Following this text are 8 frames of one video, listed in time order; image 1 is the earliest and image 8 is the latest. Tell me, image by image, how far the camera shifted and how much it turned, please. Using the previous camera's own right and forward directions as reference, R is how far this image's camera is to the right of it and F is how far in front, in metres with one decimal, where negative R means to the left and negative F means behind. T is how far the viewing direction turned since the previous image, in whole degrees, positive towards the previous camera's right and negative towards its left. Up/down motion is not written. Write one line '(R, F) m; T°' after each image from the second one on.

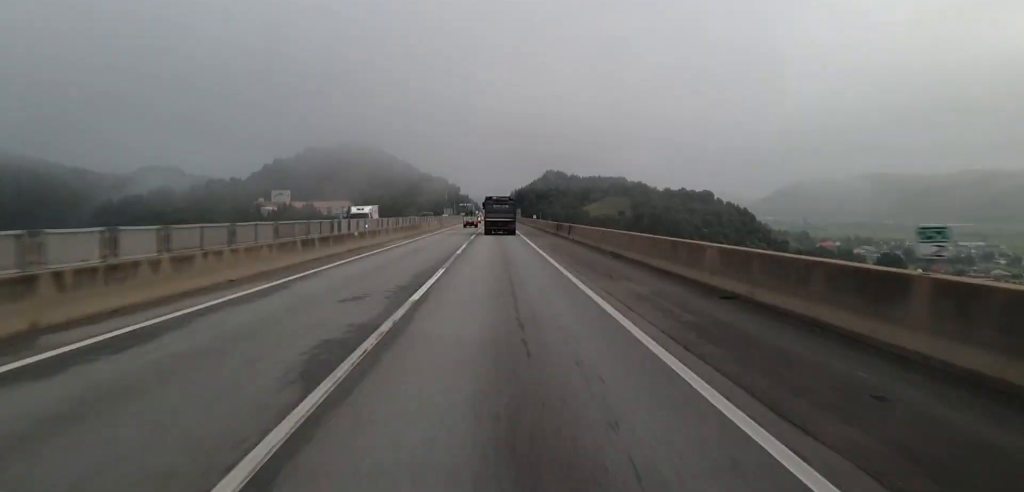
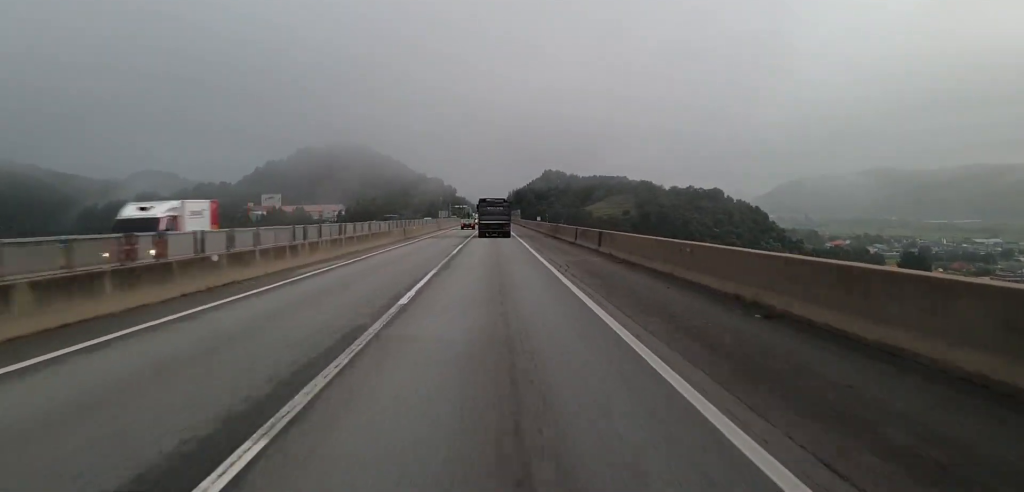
(-0.1, +18.0) m; 0°
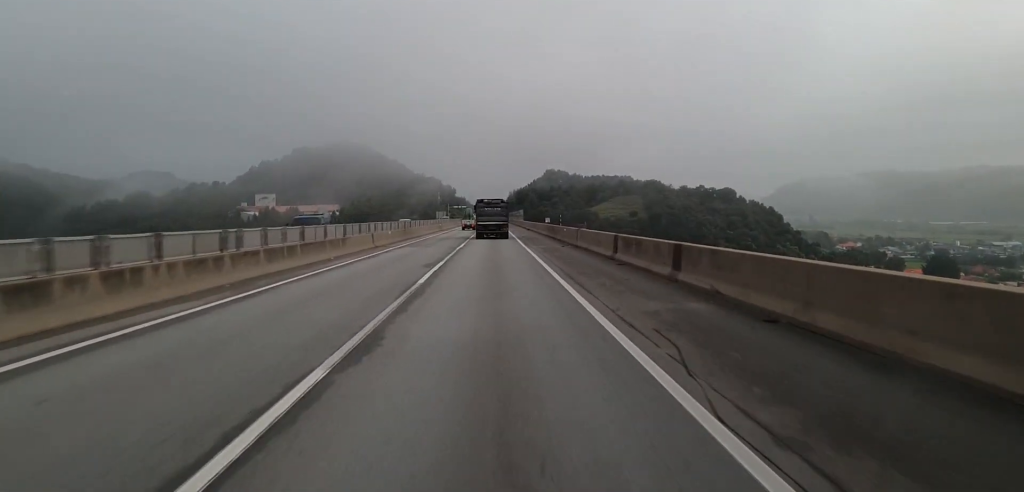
(0.0, +15.4) m; 0°
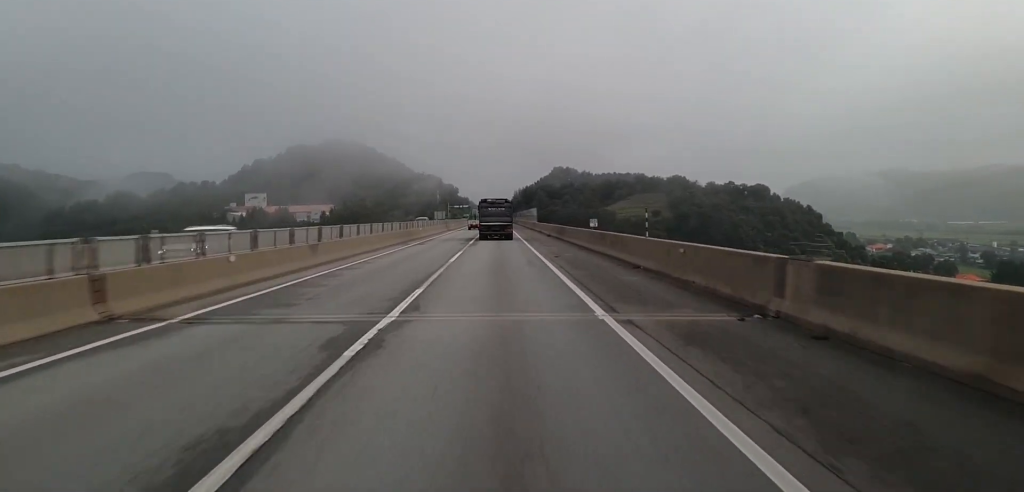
(0.0, +31.6) m; 0°
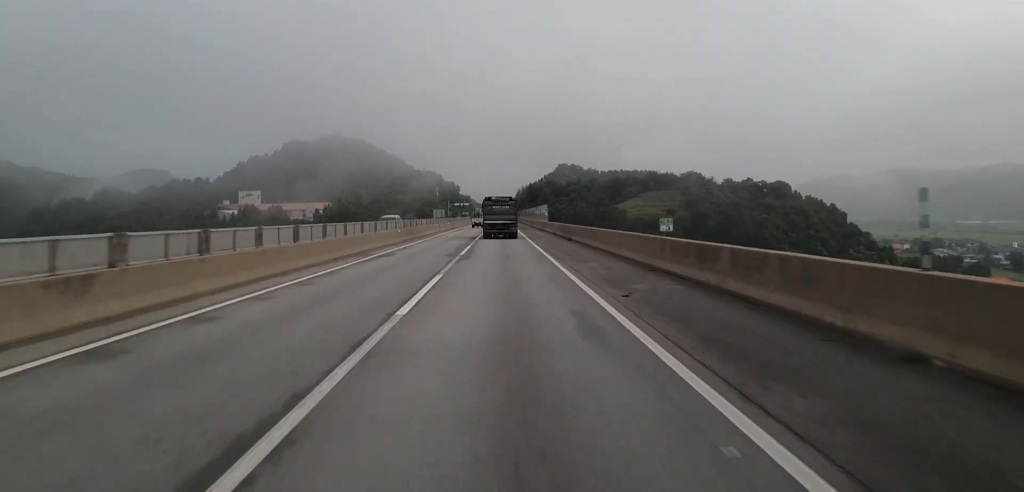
(0.0, +17.1) m; 0°
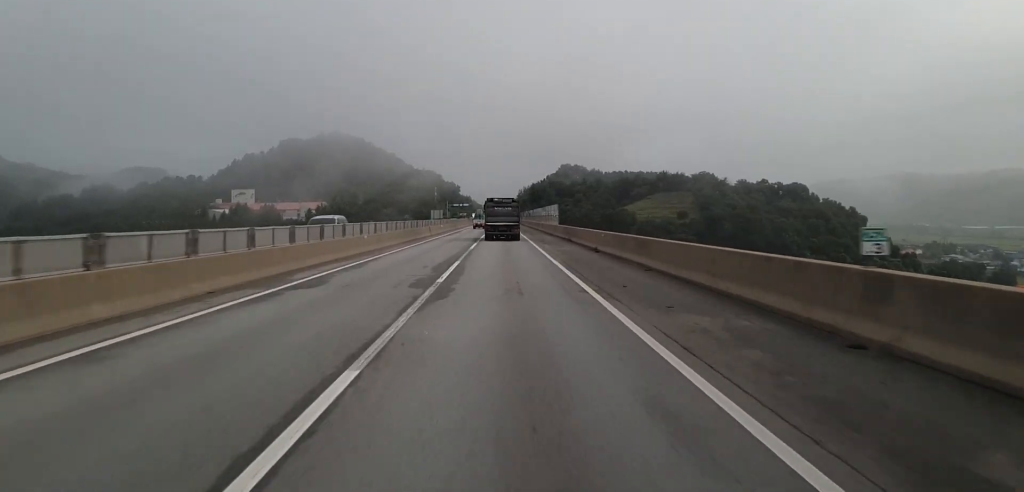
(0.0, +13.6) m; 0°
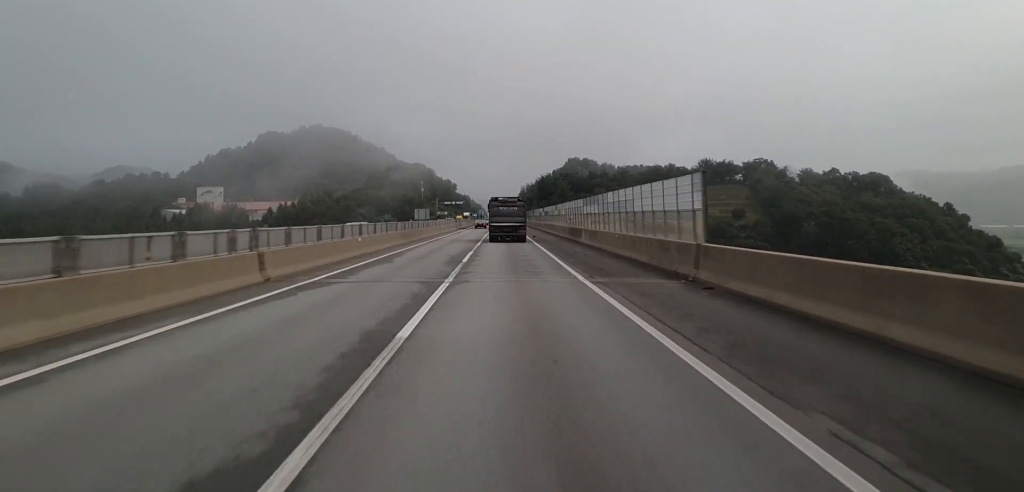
(0.0, +51.9) m; 0°
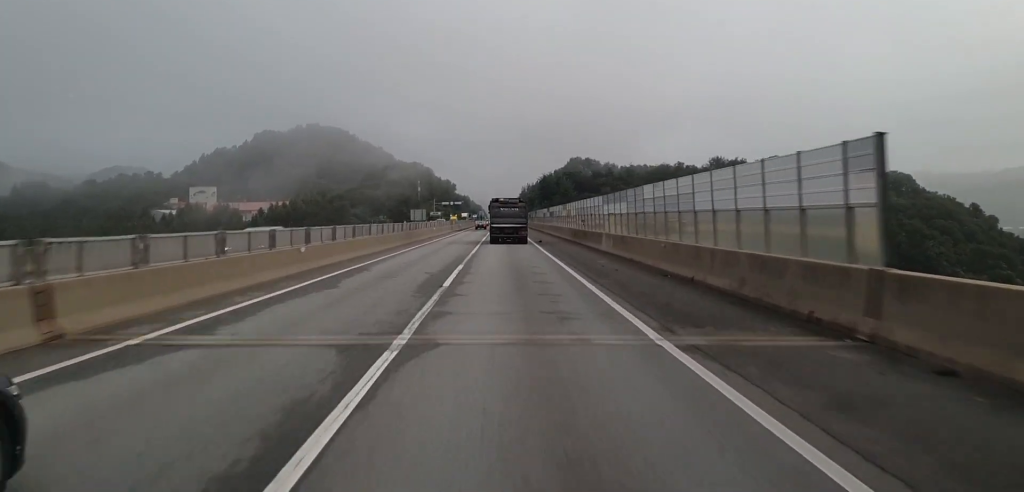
(0.0, +10.2) m; 0°
